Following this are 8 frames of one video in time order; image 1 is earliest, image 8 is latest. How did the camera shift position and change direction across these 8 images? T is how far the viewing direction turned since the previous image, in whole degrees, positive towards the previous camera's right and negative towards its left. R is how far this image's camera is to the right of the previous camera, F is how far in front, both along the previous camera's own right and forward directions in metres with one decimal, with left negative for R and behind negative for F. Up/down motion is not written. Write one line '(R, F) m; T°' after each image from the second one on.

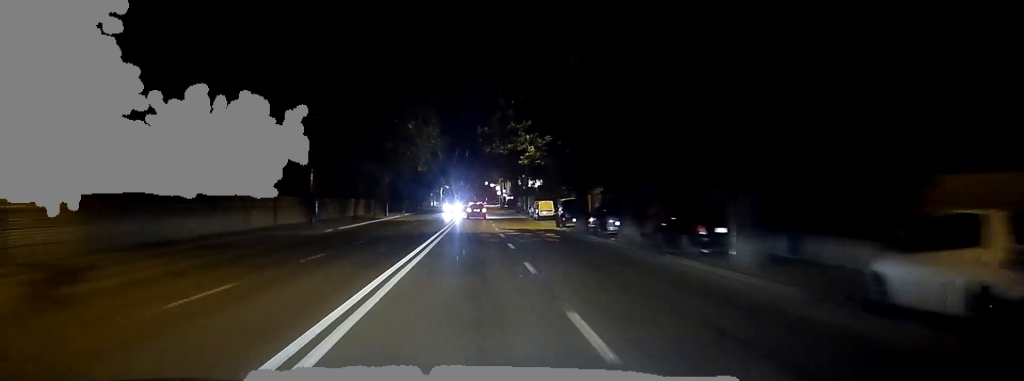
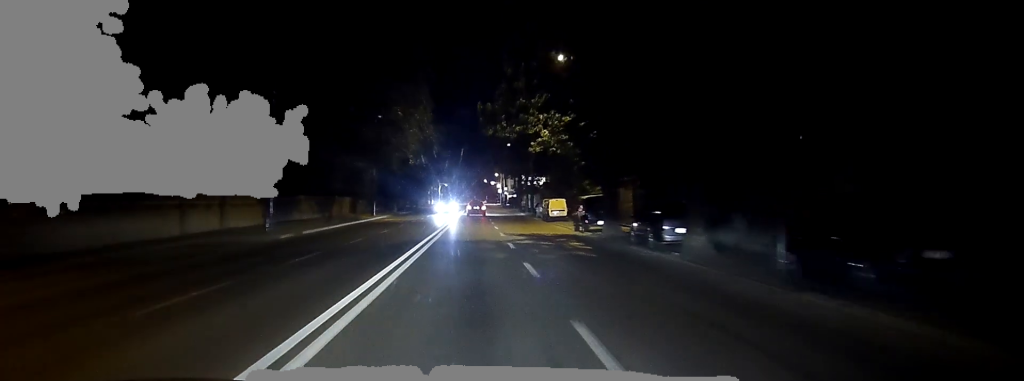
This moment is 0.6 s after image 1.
(0.0, +9.6) m; 0°
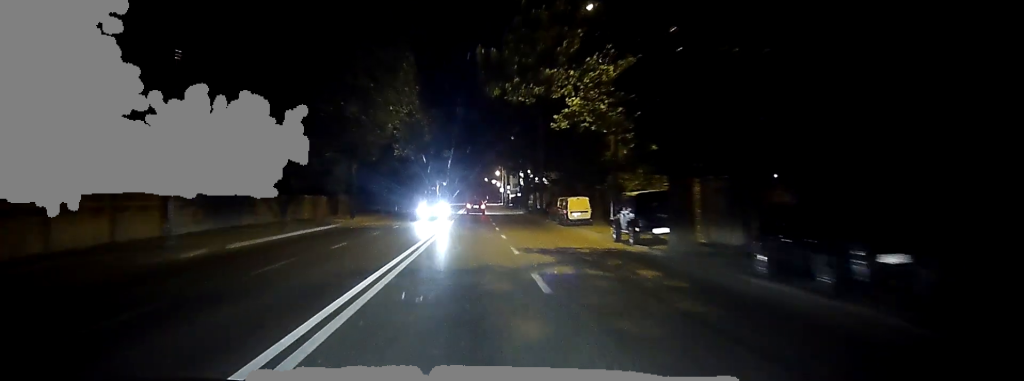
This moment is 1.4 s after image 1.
(-0.1, +11.5) m; 0°
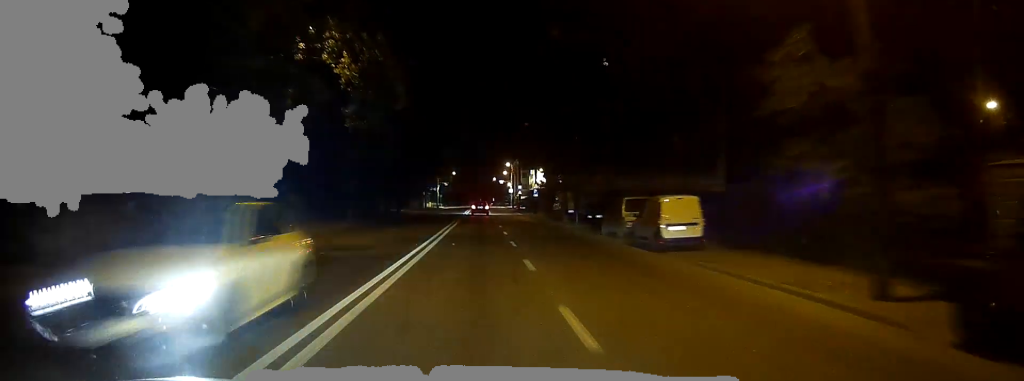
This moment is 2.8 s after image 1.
(-0.1, +21.3) m; -1°
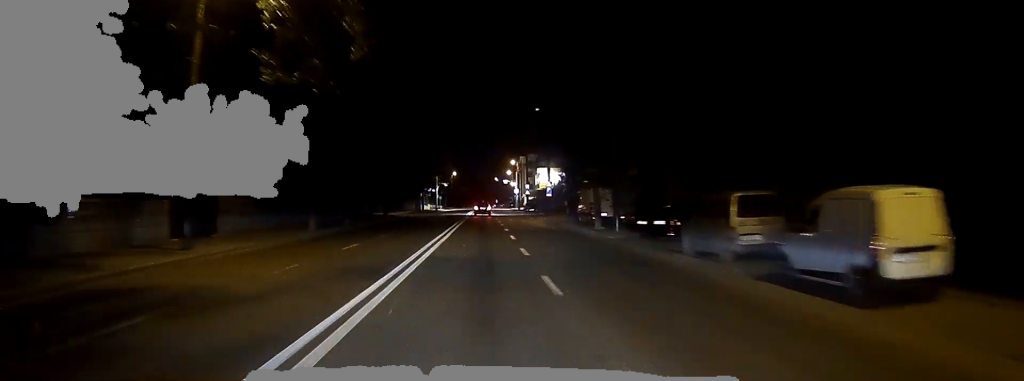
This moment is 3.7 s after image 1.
(-0.2, +12.8) m; 0°
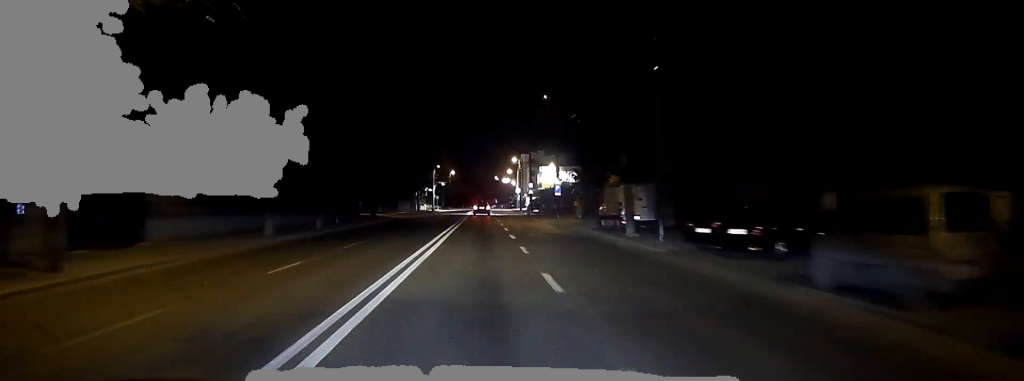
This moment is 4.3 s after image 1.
(+0.2, +8.3) m; +1°
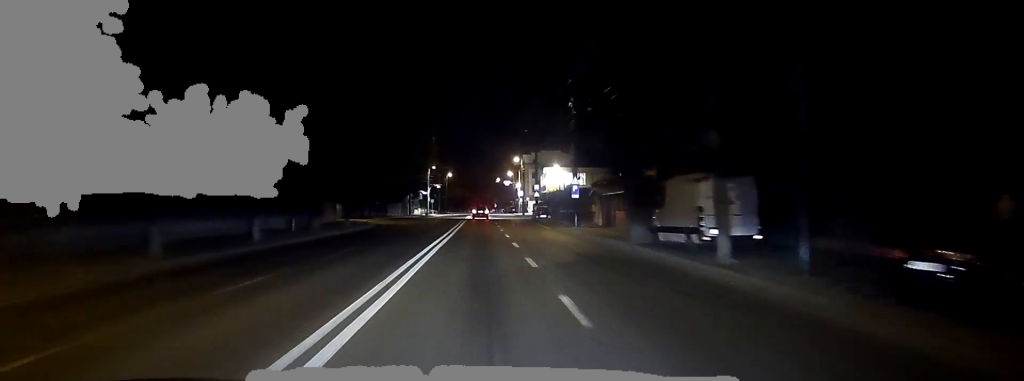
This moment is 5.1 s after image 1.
(0.0, +11.7) m; 0°
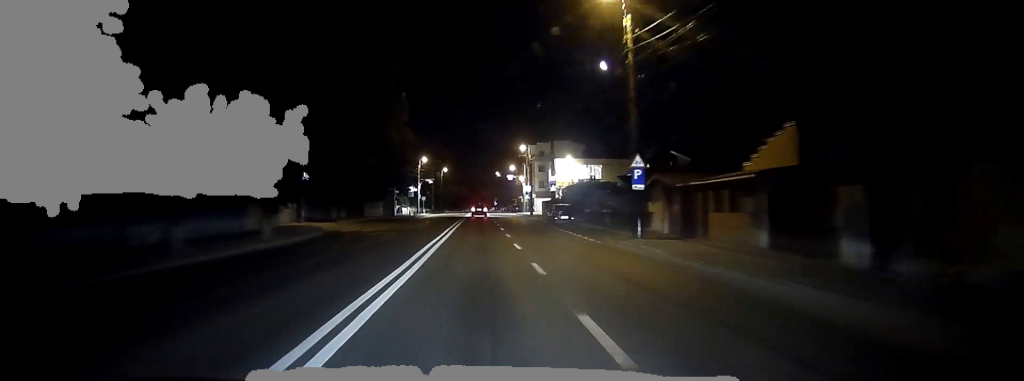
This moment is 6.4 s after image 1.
(+0.1, +19.4) m; +1°
